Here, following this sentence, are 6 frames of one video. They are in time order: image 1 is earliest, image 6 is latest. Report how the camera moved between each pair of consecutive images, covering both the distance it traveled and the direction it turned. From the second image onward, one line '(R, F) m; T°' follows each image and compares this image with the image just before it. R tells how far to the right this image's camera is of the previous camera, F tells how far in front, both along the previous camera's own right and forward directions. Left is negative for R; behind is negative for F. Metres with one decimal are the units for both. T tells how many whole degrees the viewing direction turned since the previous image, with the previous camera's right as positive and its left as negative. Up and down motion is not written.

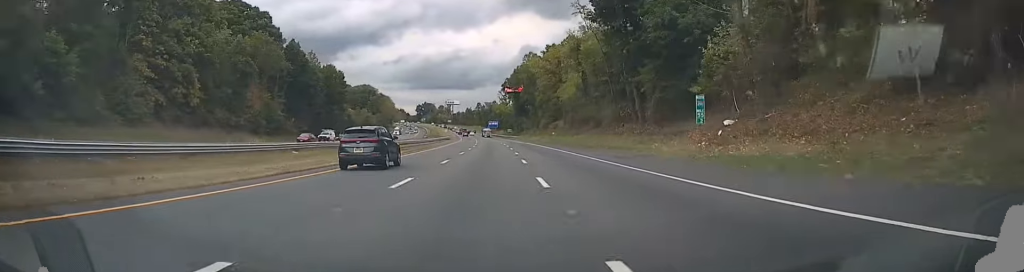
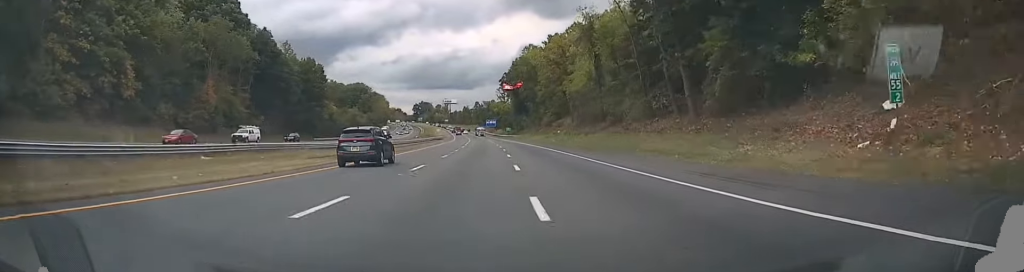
(+0.1, +17.2) m; 0°
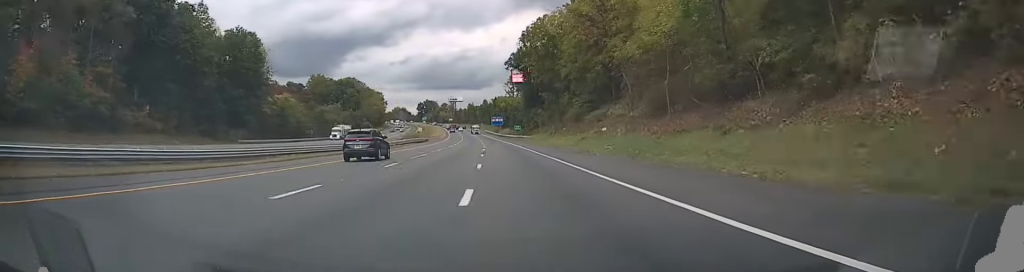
(0.0, +48.0) m; -1°
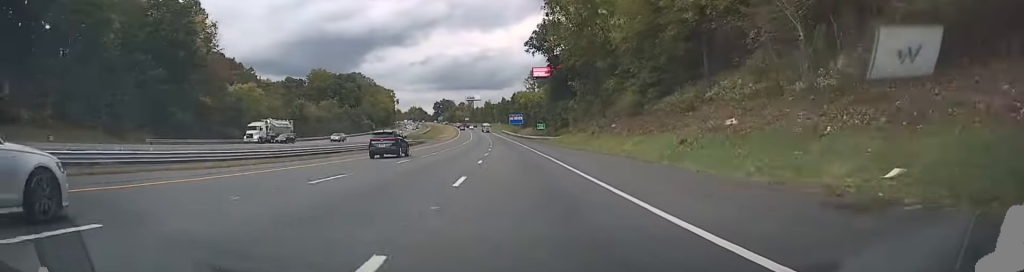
(-0.2, +32.1) m; -1°
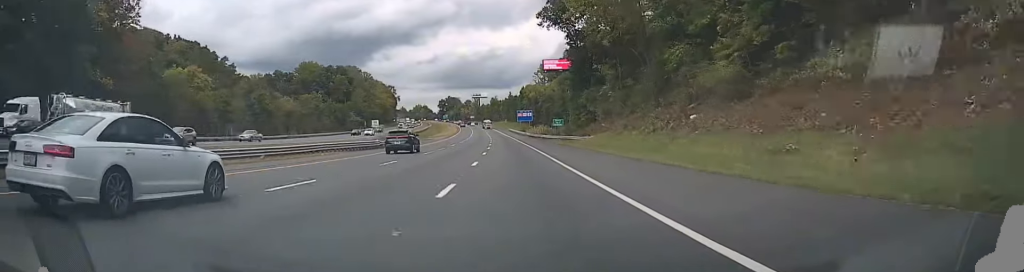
(-0.4, +26.3) m; -1°
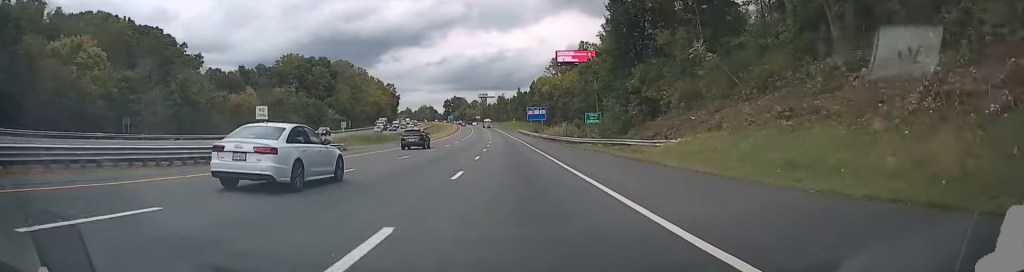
(-0.4, +34.5) m; -1°
